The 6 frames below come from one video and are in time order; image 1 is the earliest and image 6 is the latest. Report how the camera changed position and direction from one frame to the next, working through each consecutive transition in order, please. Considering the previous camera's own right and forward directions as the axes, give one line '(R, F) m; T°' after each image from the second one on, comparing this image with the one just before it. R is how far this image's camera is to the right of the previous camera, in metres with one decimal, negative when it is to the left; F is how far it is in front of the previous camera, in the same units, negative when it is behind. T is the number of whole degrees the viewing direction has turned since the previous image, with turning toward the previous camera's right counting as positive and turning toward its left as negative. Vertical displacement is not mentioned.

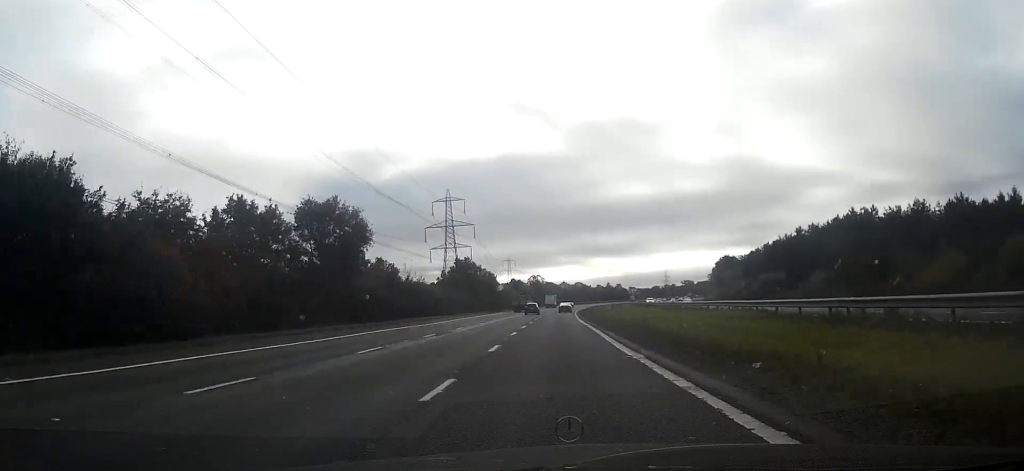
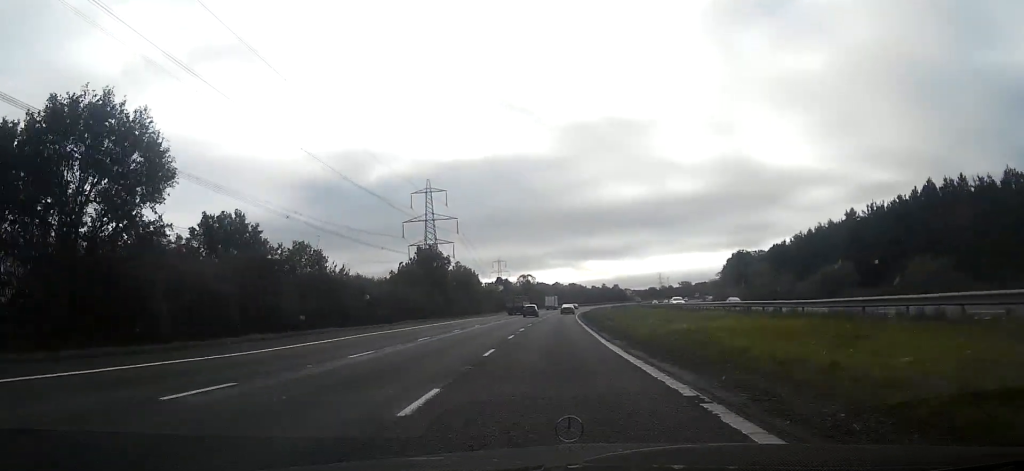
(+0.1, +26.3) m; +1°
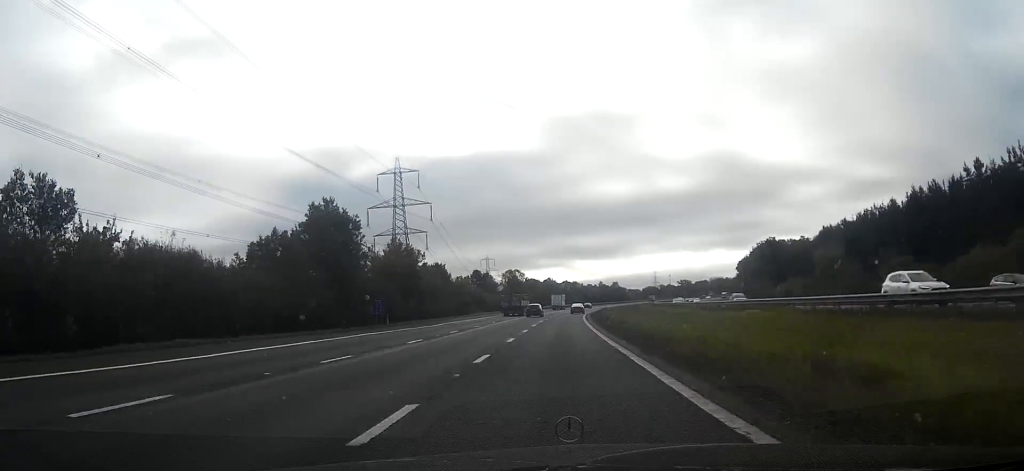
(+0.3, +36.1) m; +1°
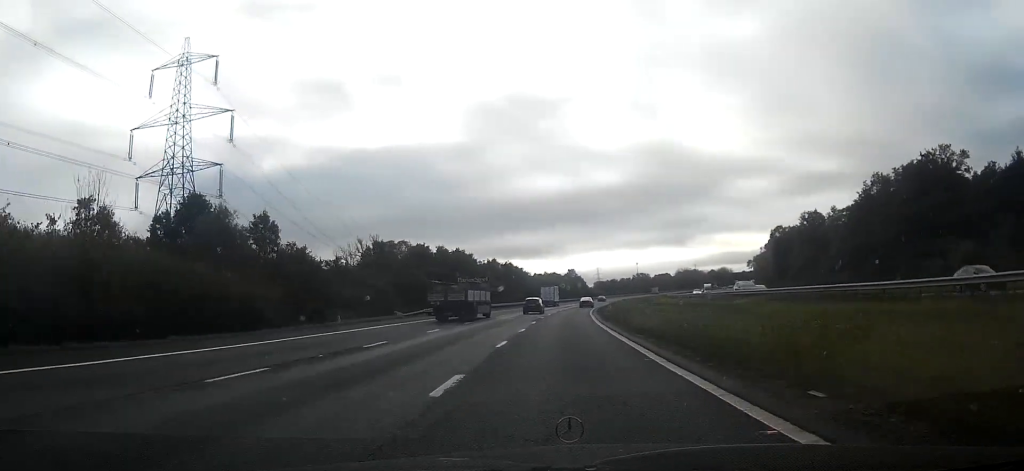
(+4.3, +99.1) m; +6°
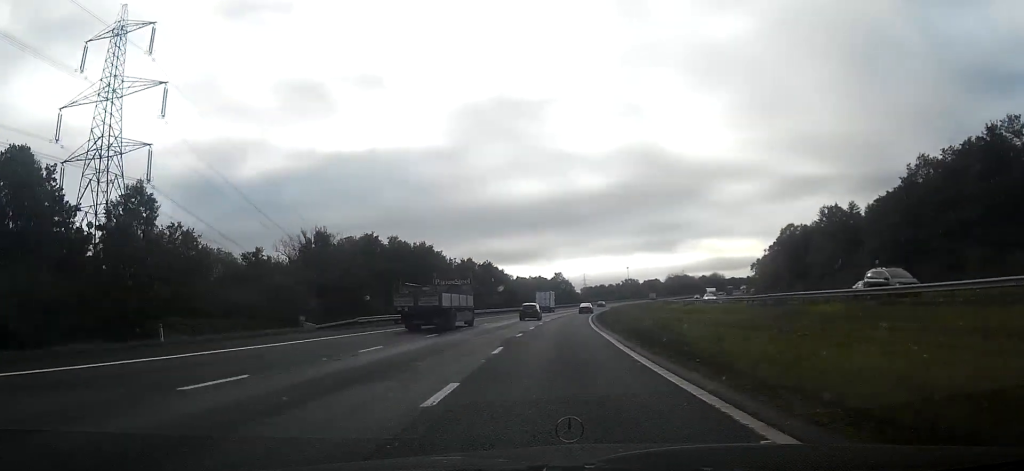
(+0.3, +17.3) m; +1°
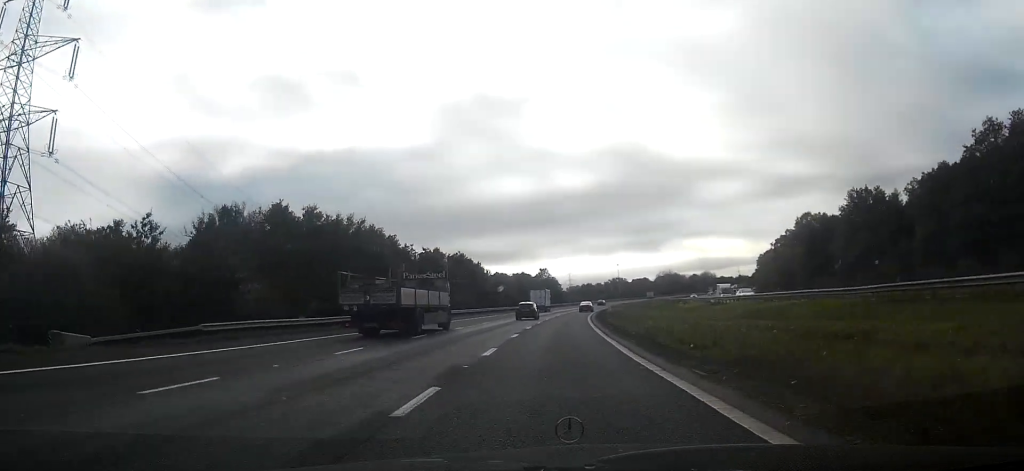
(+0.1, +18.4) m; +1°
